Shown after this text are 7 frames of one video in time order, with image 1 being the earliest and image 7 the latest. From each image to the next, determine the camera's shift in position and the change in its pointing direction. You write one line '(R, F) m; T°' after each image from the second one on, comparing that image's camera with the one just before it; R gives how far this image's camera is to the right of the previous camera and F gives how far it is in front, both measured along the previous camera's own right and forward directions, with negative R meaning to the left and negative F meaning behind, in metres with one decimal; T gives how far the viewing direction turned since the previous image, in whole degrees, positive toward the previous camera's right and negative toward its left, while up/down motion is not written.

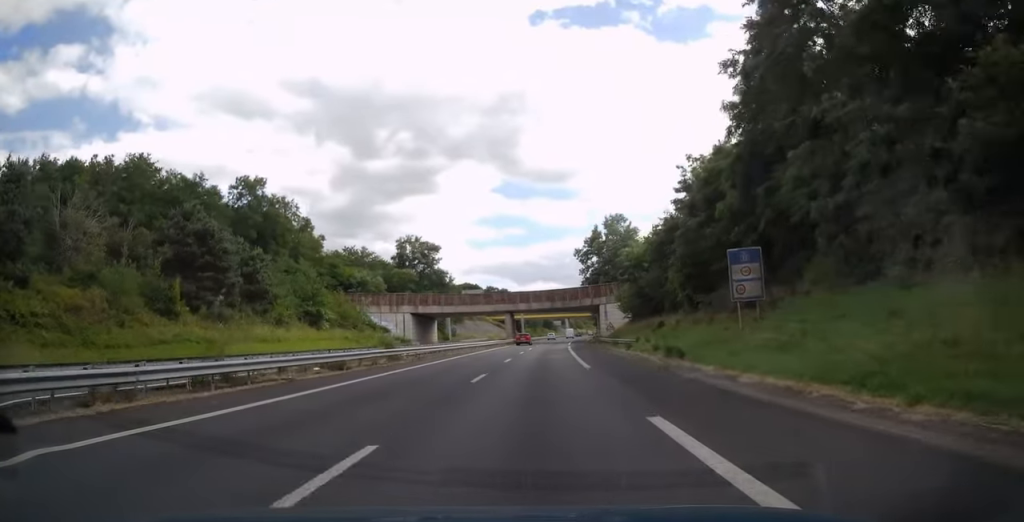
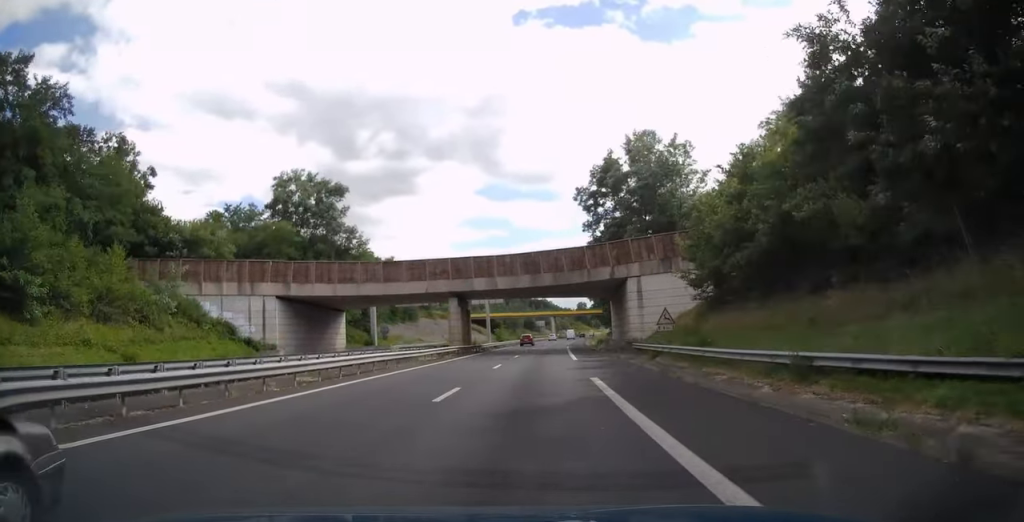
(+0.7, +44.7) m; +2°
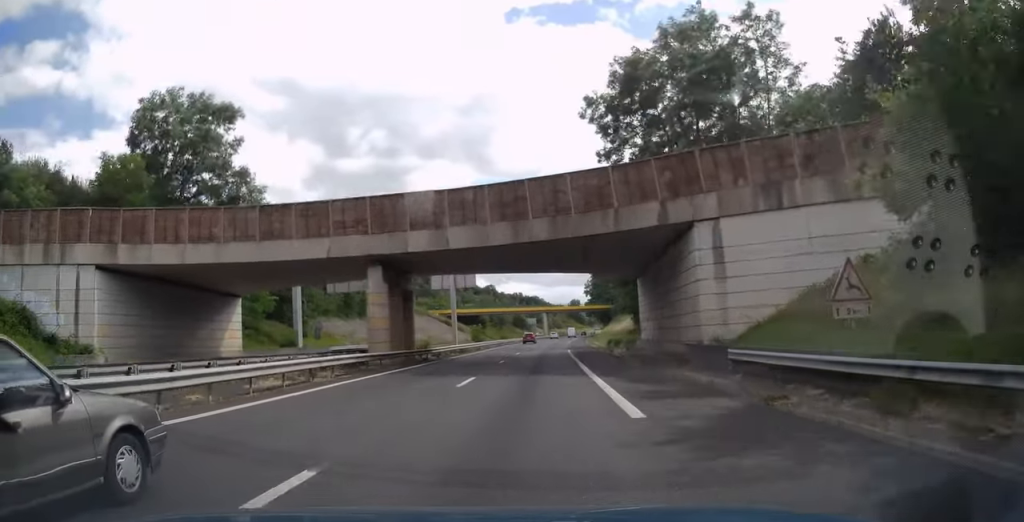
(+0.2, +23.1) m; +1°
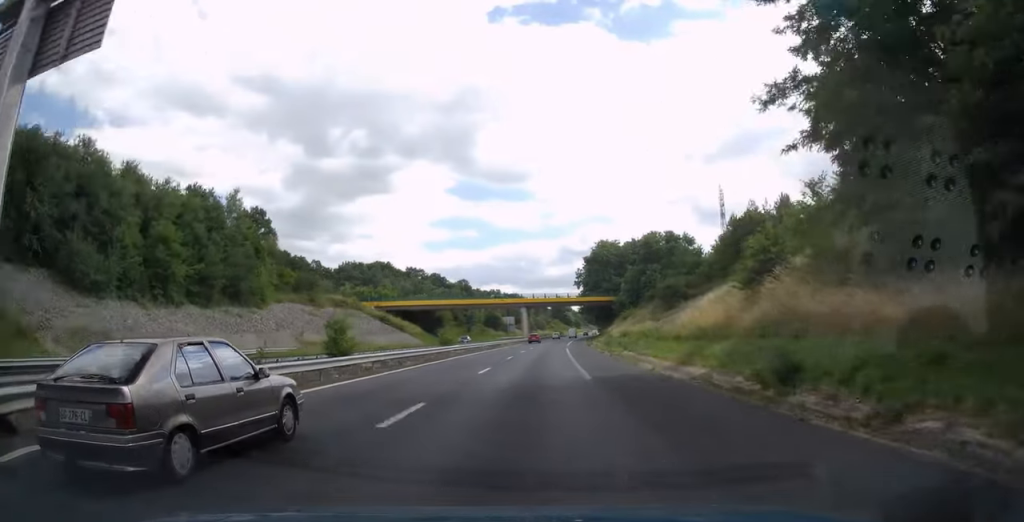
(+0.8, +46.7) m; +2°
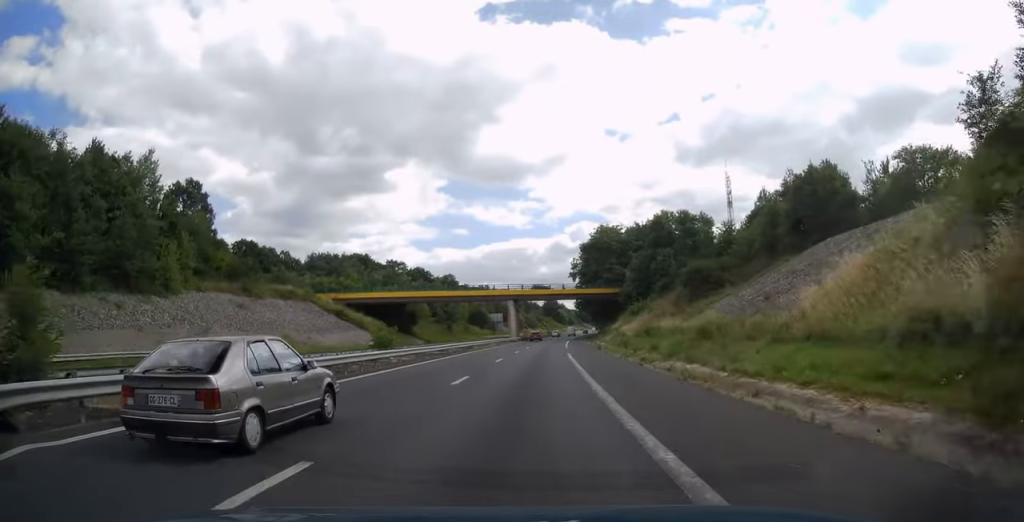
(+0.2, +19.1) m; +1°
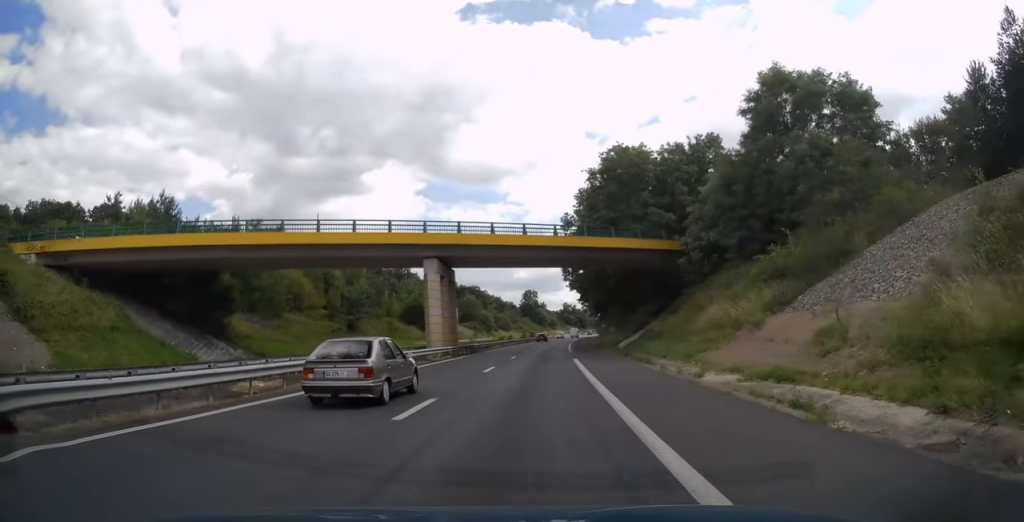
(+0.7, +59.4) m; +1°
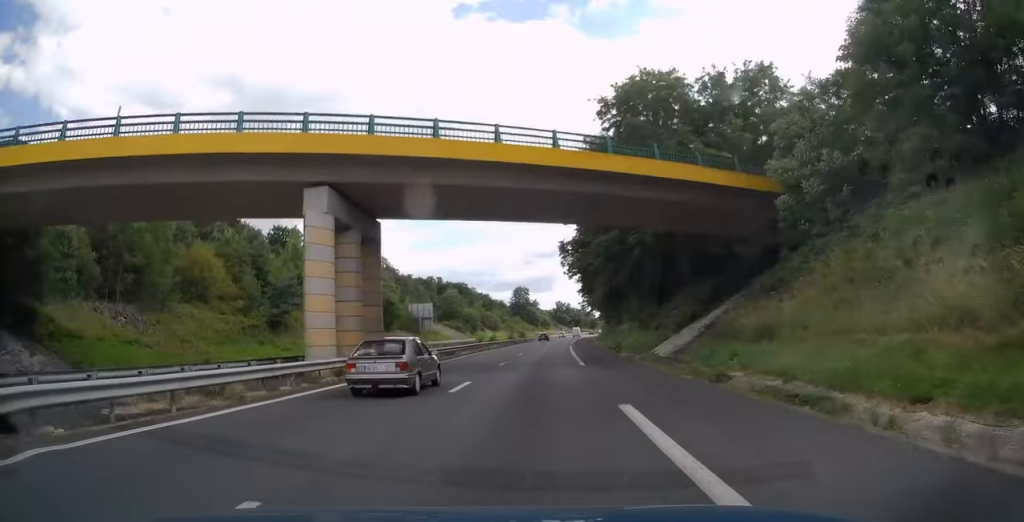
(+0.2, +21.6) m; +1°
